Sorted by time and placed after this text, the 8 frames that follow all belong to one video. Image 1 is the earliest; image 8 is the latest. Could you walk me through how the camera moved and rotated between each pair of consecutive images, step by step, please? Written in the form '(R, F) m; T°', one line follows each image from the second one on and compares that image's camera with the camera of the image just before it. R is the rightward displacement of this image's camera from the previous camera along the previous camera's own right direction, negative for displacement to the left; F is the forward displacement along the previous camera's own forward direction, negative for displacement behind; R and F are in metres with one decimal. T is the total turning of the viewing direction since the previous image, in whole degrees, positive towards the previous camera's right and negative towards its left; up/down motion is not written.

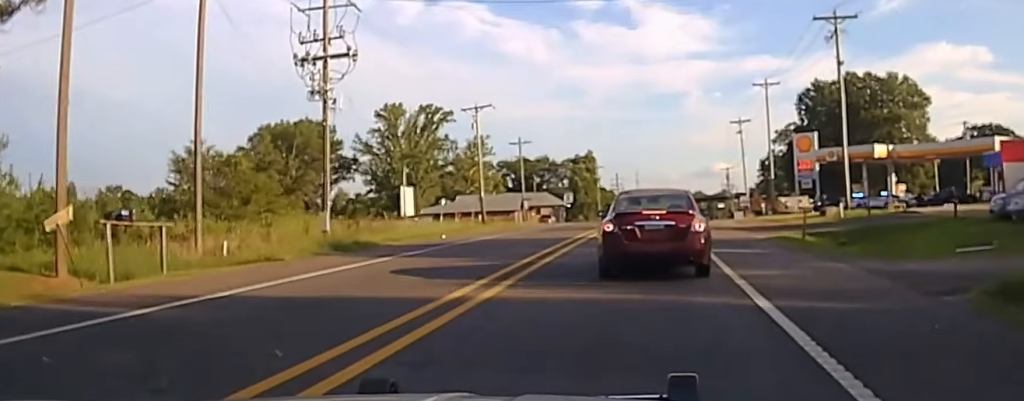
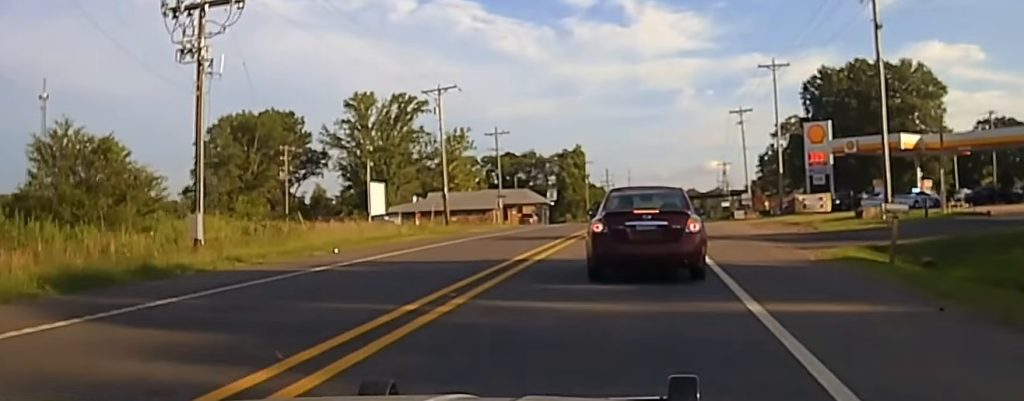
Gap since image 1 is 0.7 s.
(+0.1, +12.6) m; 0°
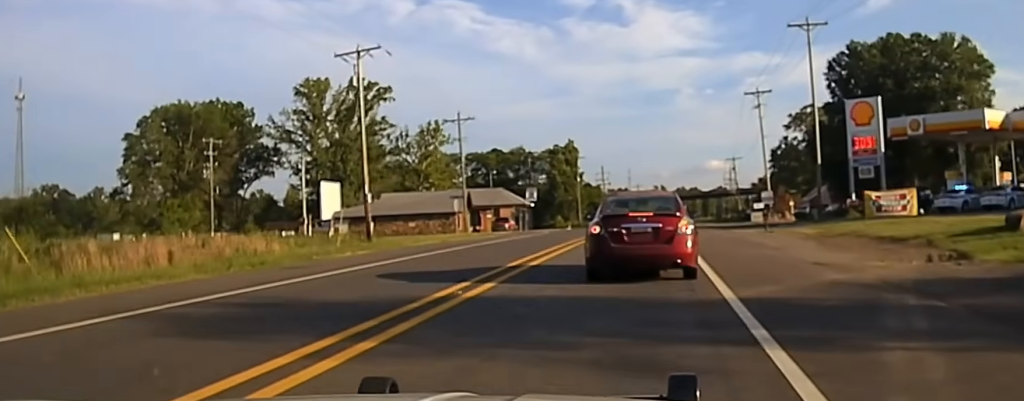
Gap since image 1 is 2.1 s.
(-0.3, +21.1) m; -1°
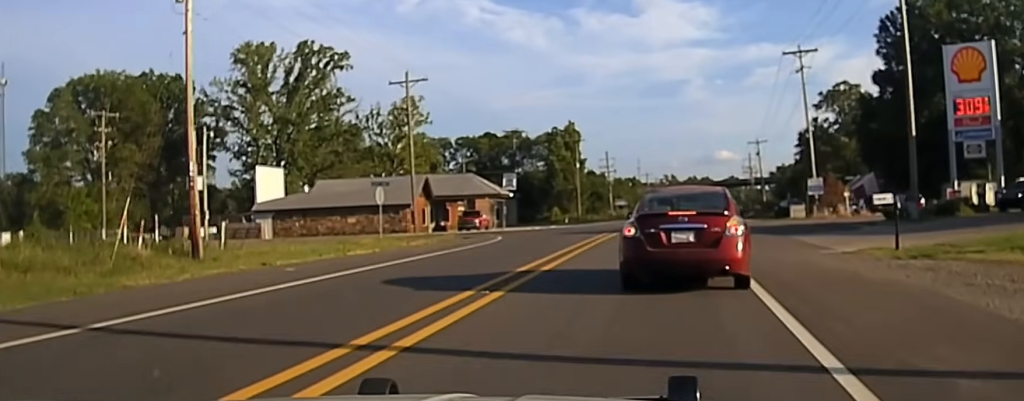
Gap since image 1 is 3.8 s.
(-0.2, +21.7) m; 0°
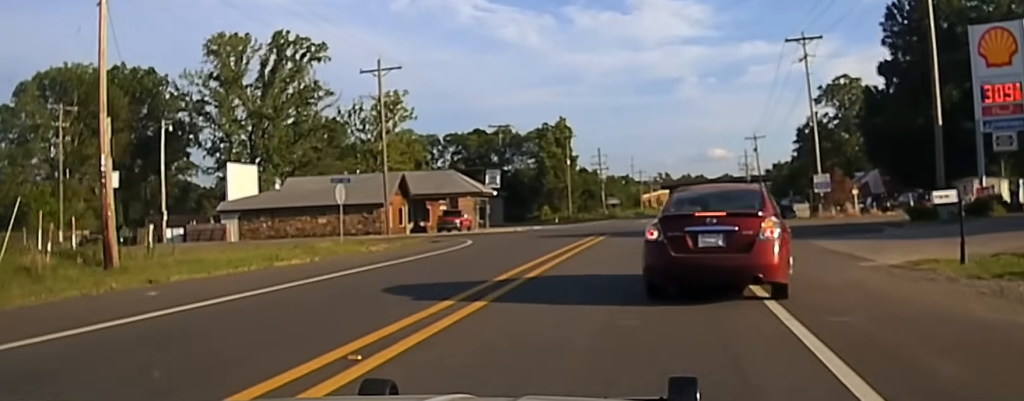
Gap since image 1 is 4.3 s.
(-0.1, +4.9) m; +1°
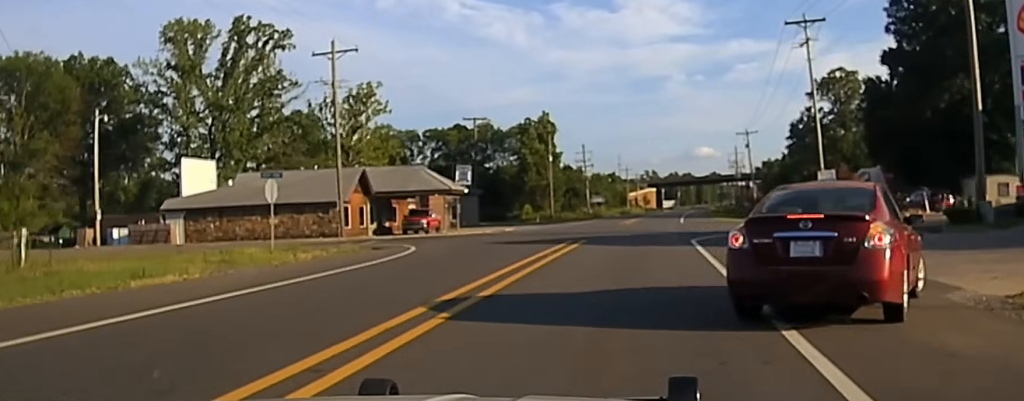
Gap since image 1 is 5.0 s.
(+0.2, +6.7) m; +4°
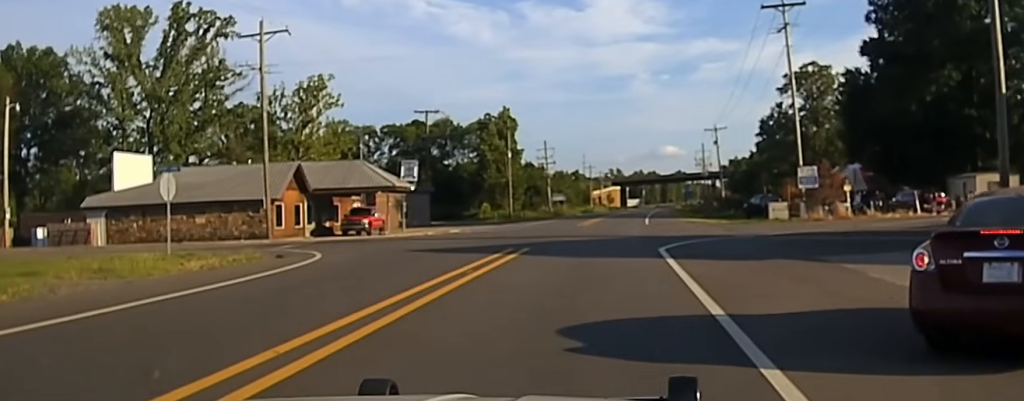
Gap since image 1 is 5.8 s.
(+0.2, +5.8) m; +9°
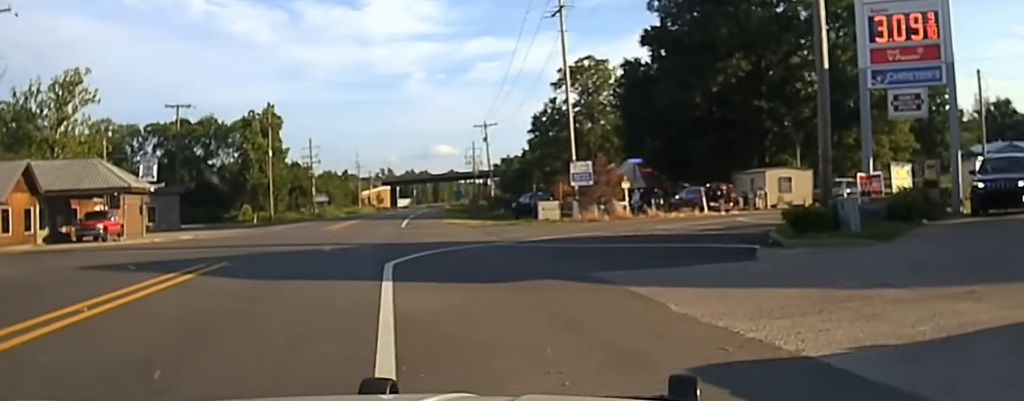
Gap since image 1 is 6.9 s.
(+0.9, +5.1) m; +21°
